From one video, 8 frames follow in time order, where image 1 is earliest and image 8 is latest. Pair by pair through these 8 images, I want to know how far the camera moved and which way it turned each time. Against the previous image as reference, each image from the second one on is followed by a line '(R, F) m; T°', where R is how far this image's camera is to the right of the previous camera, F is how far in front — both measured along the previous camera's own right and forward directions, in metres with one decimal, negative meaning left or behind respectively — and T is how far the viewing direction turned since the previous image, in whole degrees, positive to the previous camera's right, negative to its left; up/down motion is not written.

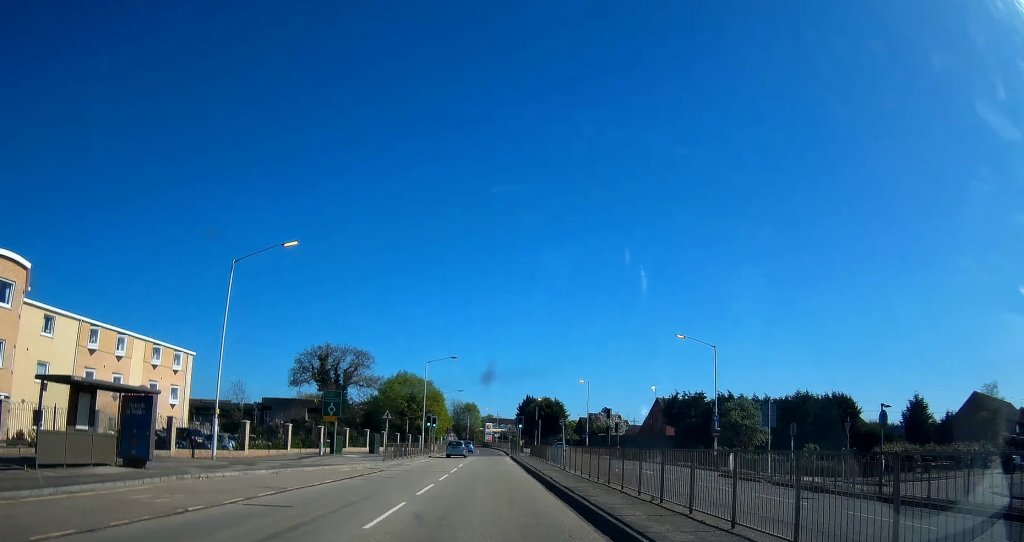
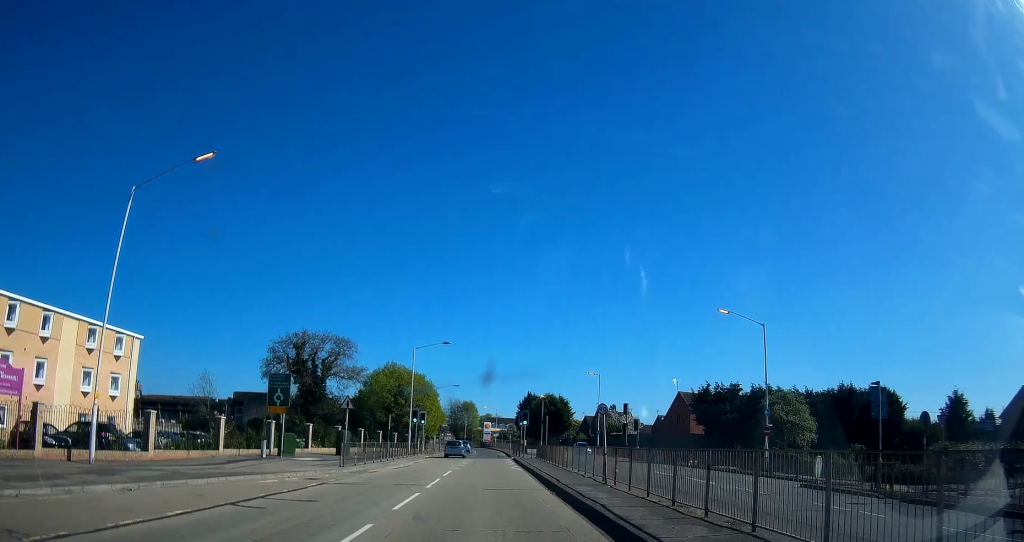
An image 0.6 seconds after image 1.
(+0.1, +10.0) m; 0°
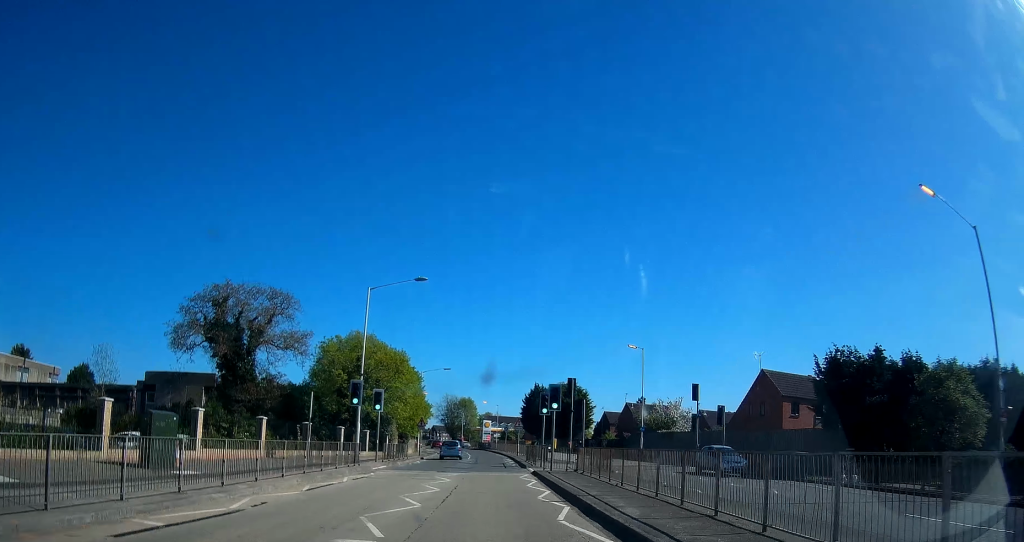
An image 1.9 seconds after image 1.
(-0.1, +22.9) m; 0°
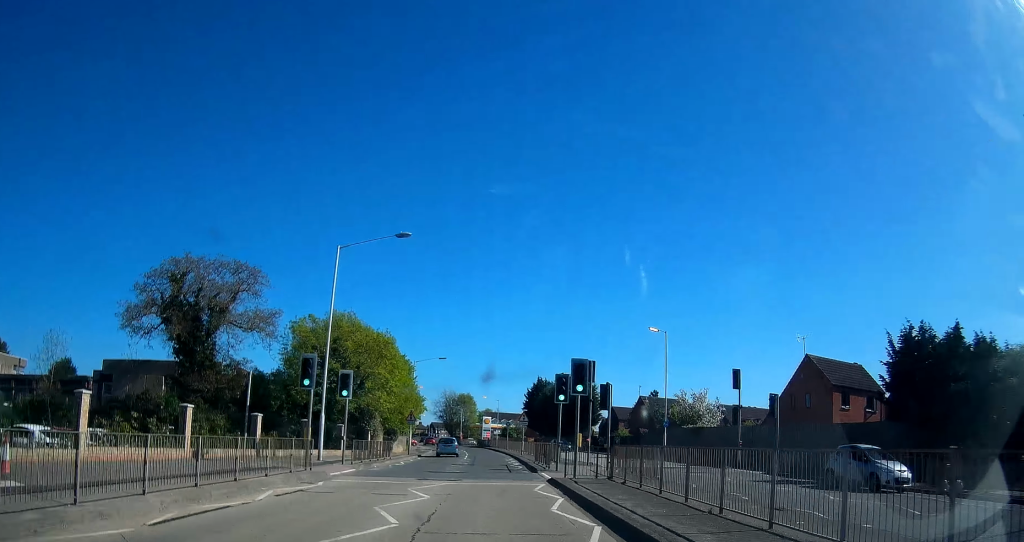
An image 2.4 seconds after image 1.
(+0.1, +7.7) m; 0°
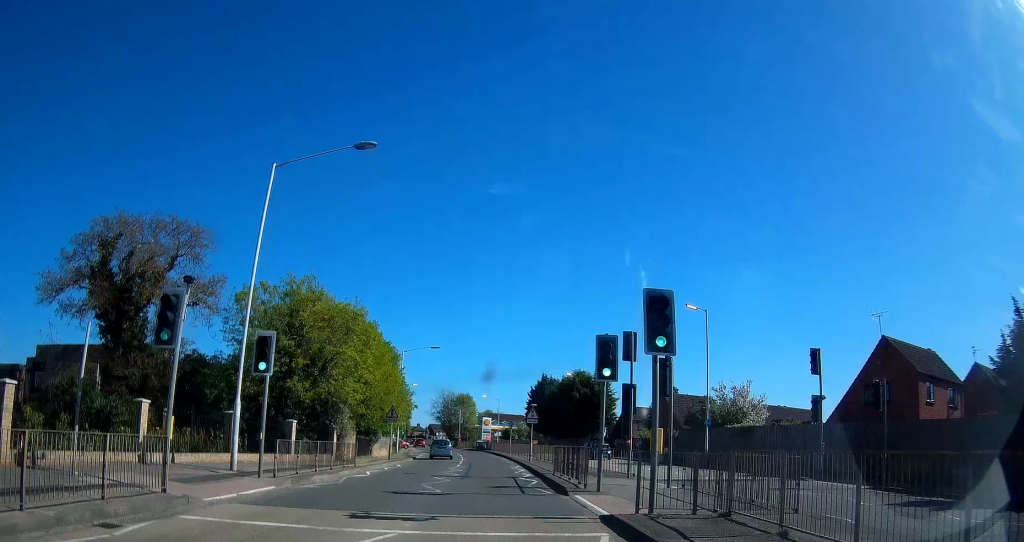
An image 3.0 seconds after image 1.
(-0.1, +9.2) m; -1°
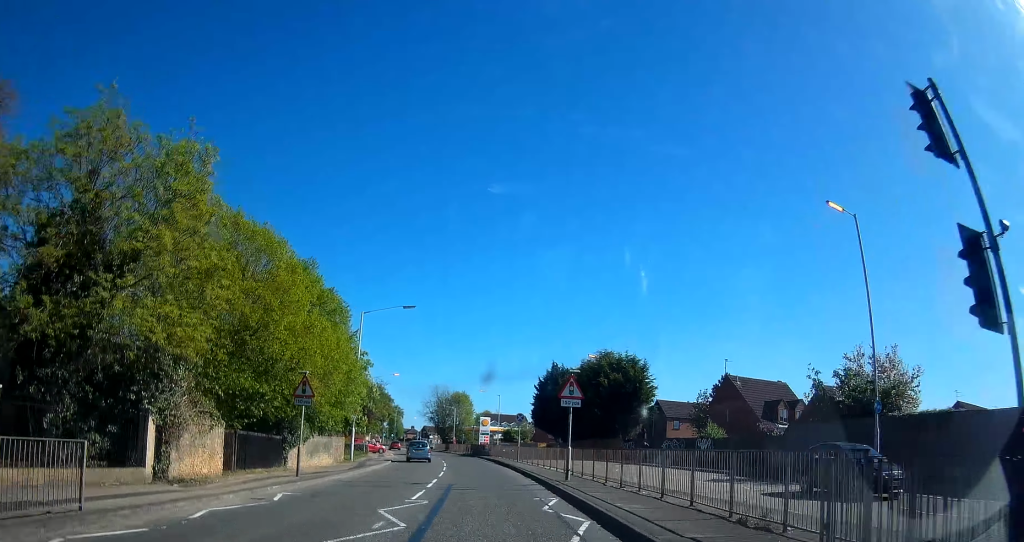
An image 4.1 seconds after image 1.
(-0.2, +17.0) m; -1°
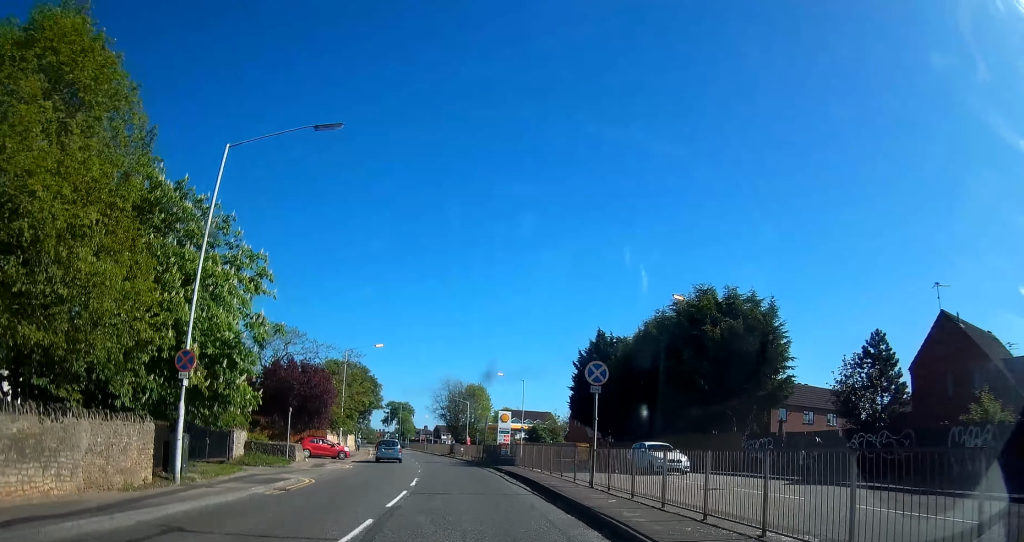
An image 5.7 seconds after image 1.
(0.0, +20.8) m; 0°
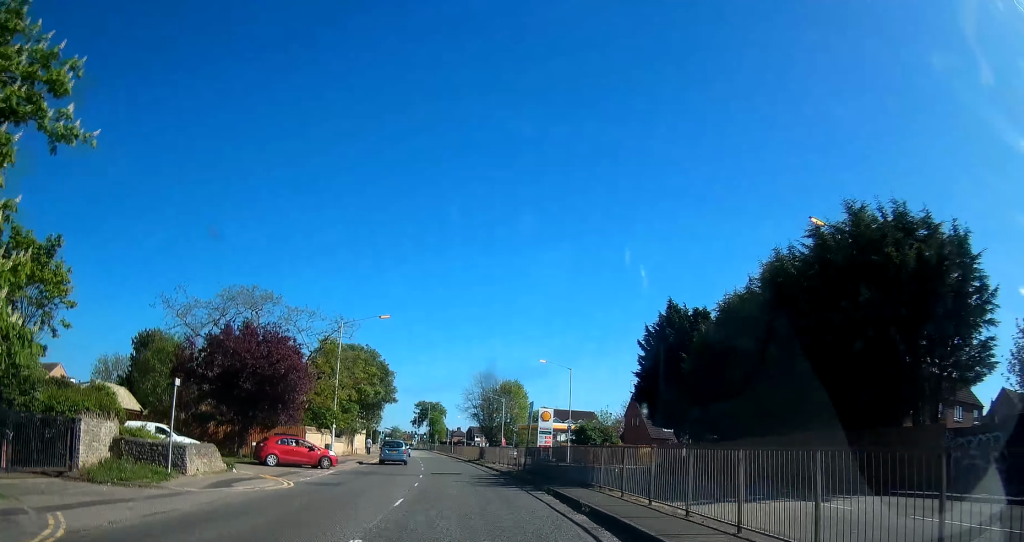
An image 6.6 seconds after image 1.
(0.0, +13.3) m; 0°
